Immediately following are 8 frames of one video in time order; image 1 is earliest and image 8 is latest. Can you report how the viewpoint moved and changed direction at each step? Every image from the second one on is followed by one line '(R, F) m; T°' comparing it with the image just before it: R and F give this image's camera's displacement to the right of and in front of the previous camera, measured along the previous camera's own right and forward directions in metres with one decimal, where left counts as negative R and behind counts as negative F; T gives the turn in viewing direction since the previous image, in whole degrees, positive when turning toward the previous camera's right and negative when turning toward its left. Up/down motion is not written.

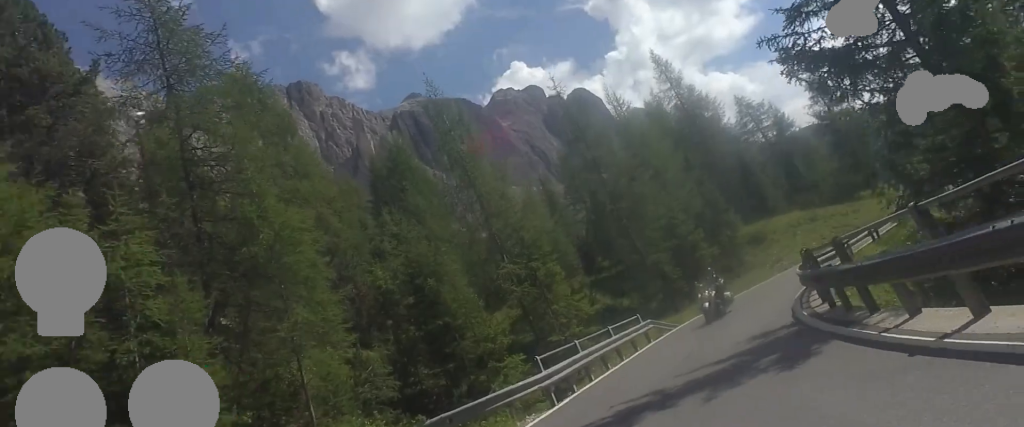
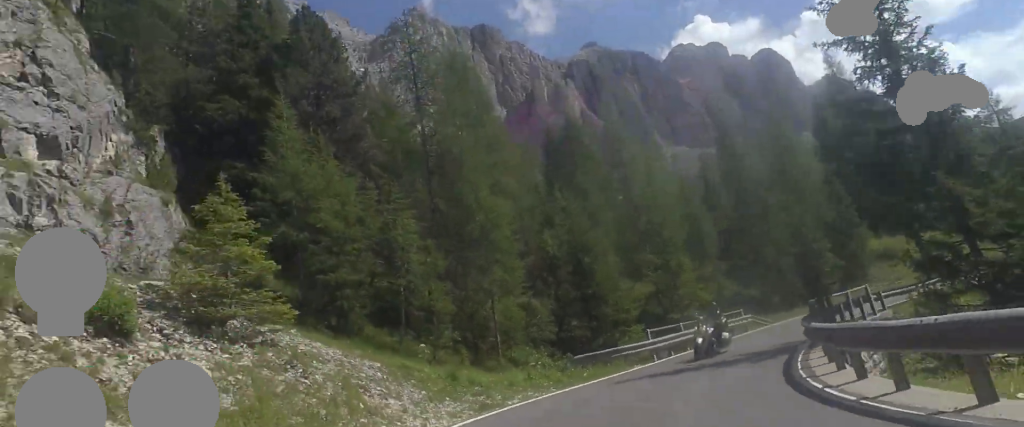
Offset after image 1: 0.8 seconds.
(-1.1, +8.1) m; -10°
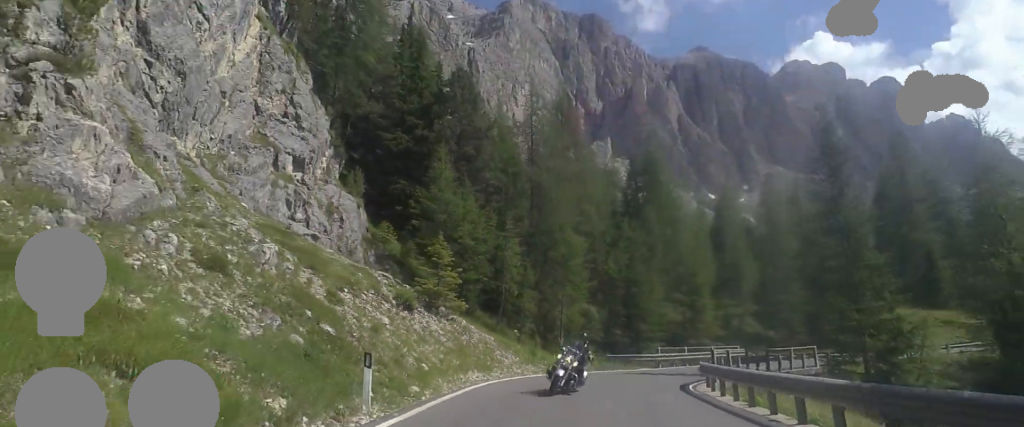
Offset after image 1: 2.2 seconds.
(-1.4, +12.3) m; -15°
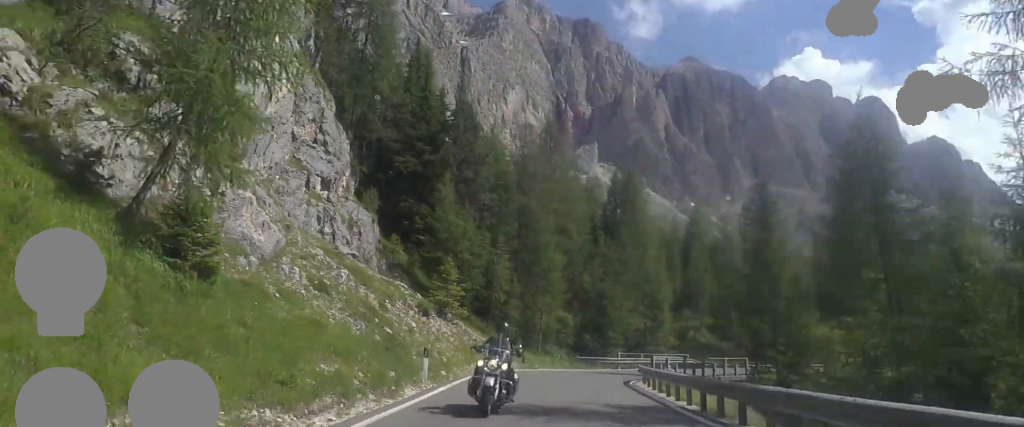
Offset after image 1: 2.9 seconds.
(-0.7, +7.2) m; -5°
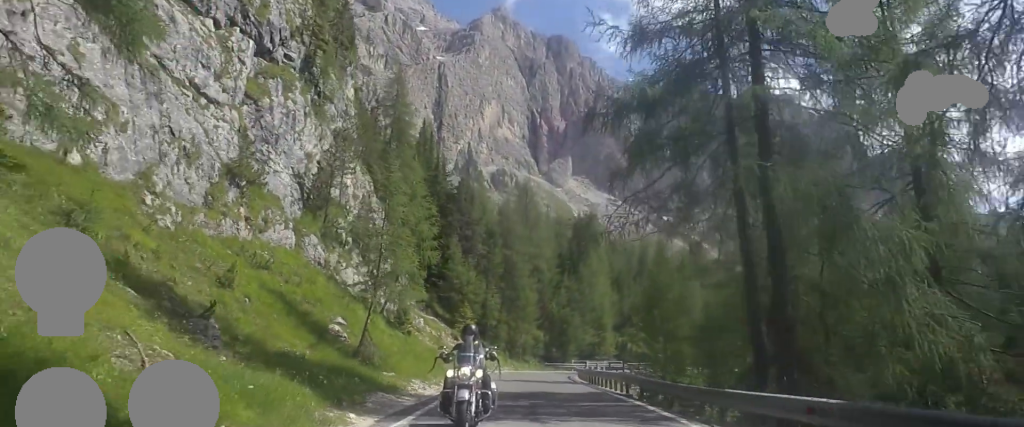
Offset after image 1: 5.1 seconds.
(+1.9, +21.5) m; +8°
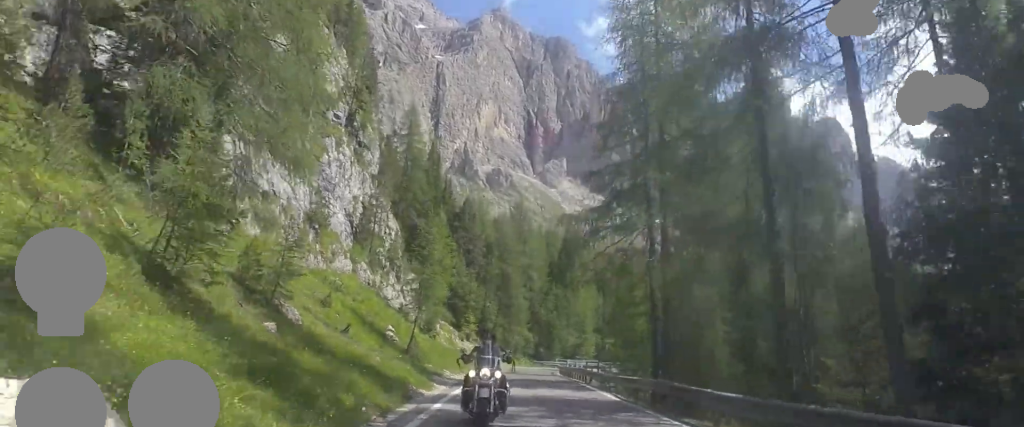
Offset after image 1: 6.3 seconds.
(0.0, +12.1) m; +3°
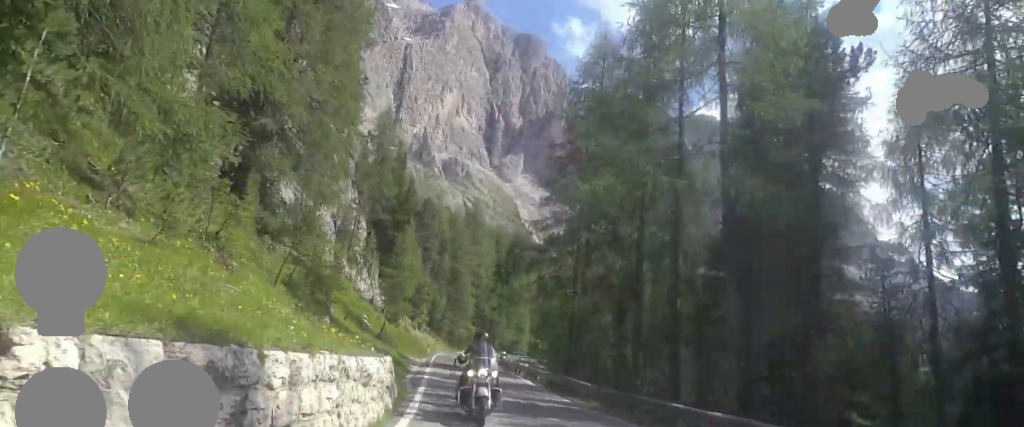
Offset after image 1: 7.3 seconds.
(+0.6, +10.1) m; +6°
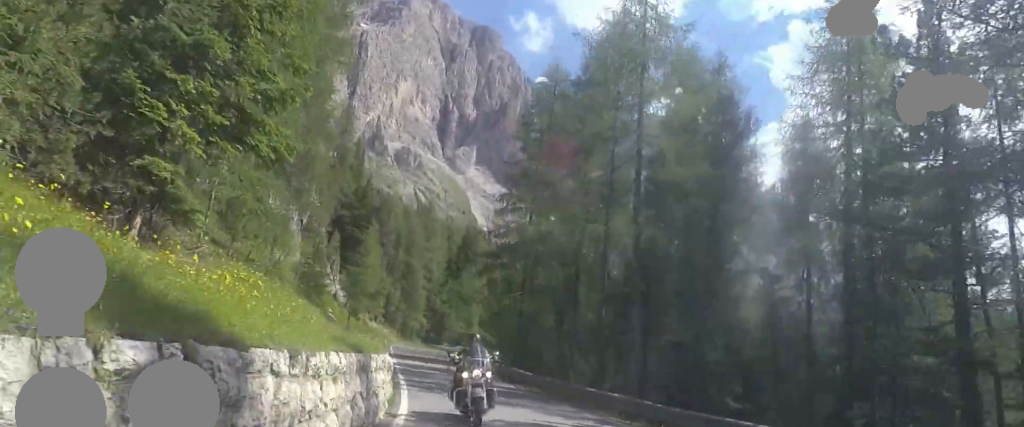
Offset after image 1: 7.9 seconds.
(+0.2, +5.1) m; +3°
